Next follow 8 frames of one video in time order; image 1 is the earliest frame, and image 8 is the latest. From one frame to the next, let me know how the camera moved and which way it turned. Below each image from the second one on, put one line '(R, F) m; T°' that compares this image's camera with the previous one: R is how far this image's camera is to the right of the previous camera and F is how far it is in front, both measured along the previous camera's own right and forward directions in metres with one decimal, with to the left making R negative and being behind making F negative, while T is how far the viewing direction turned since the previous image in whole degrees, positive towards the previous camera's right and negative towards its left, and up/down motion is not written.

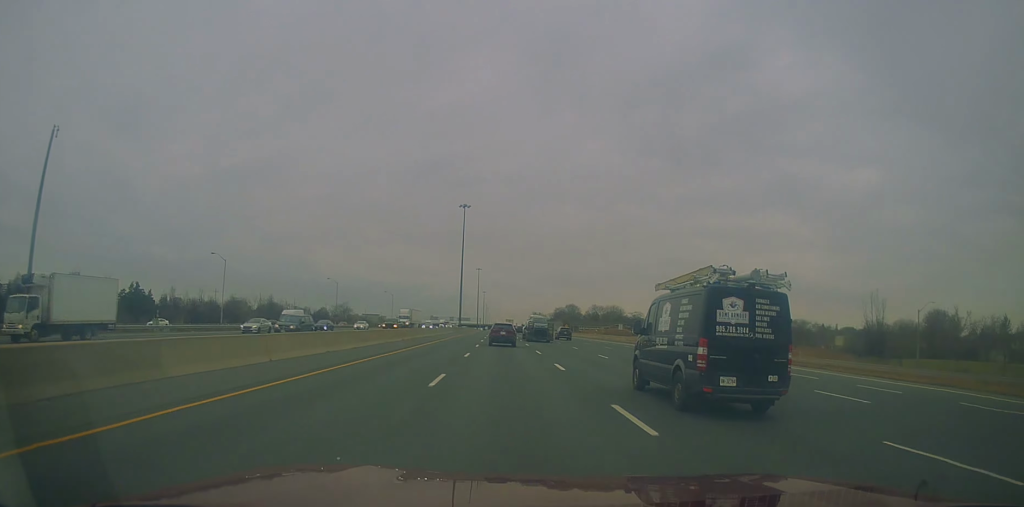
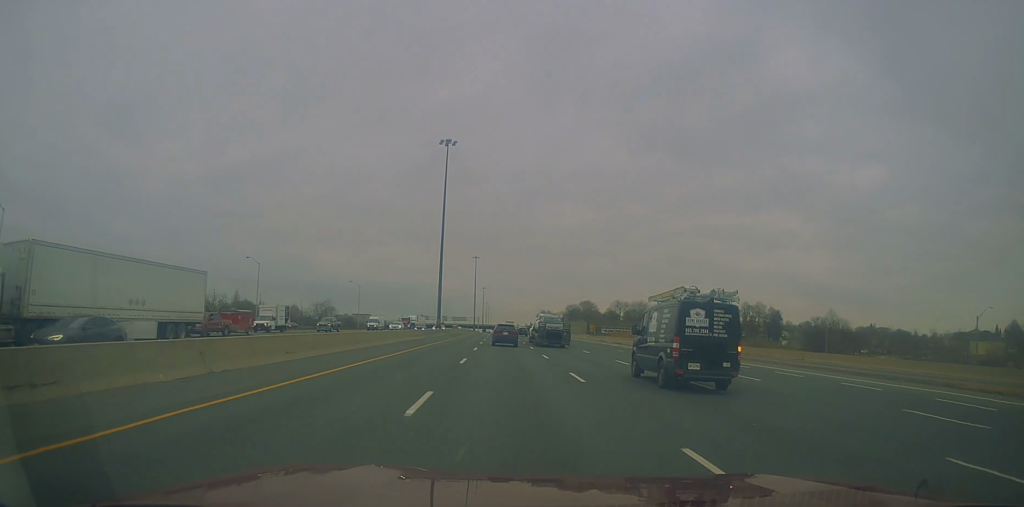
(+0.3, +53.2) m; +1°
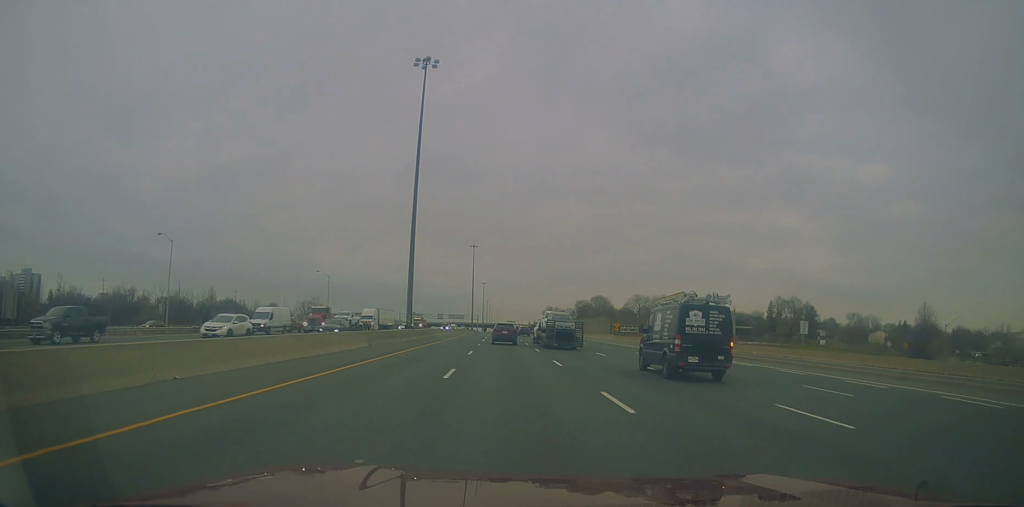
(-0.1, +30.6) m; -1°
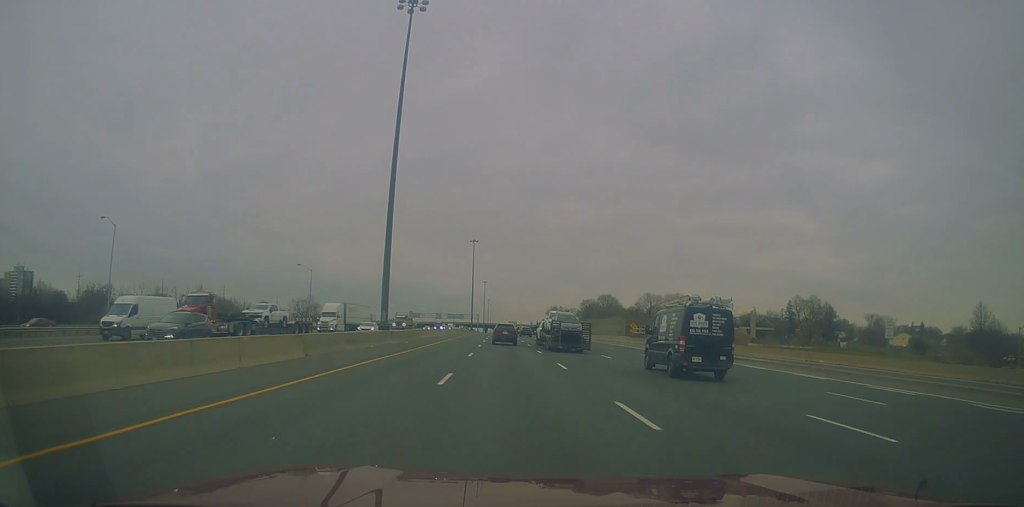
(-0.2, +13.6) m; 0°
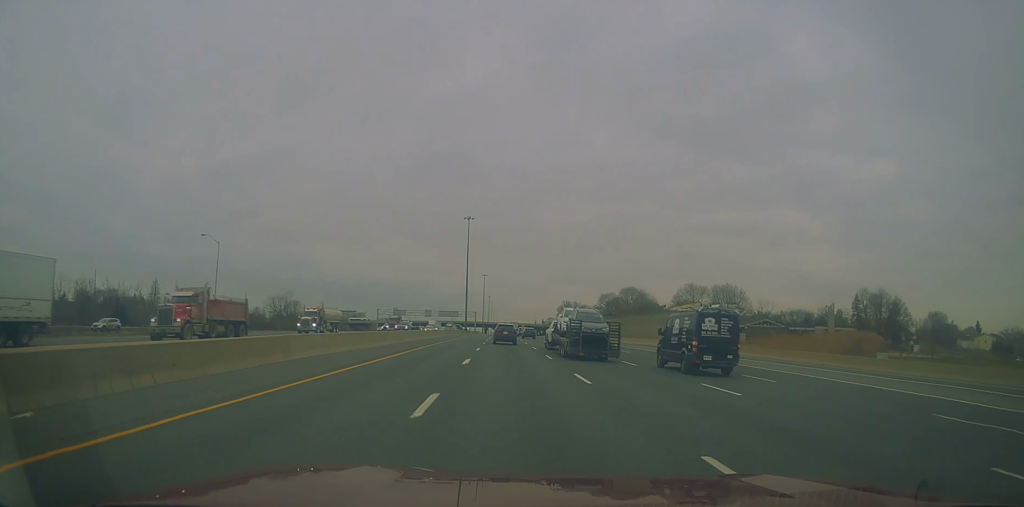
(+0.5, +41.7) m; 0°
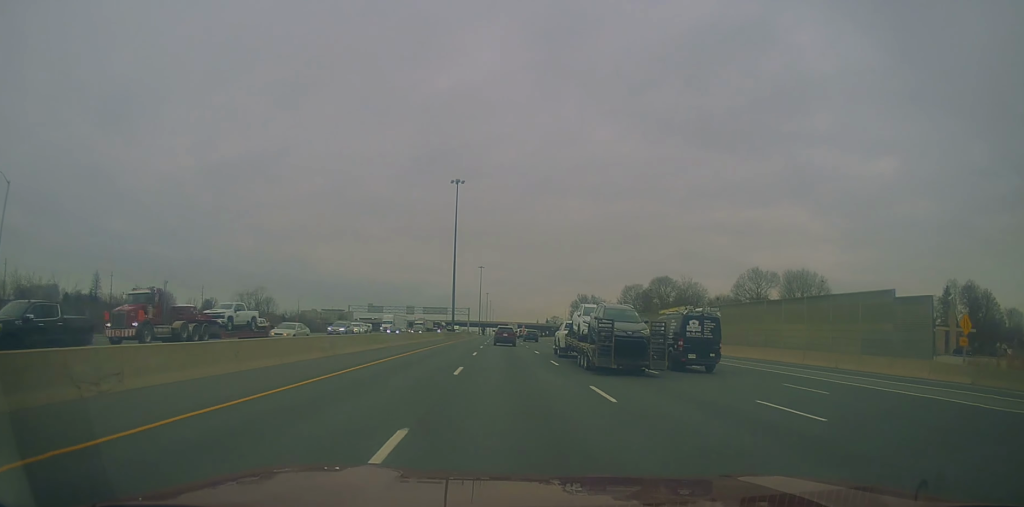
(-0.8, +40.5) m; -1°
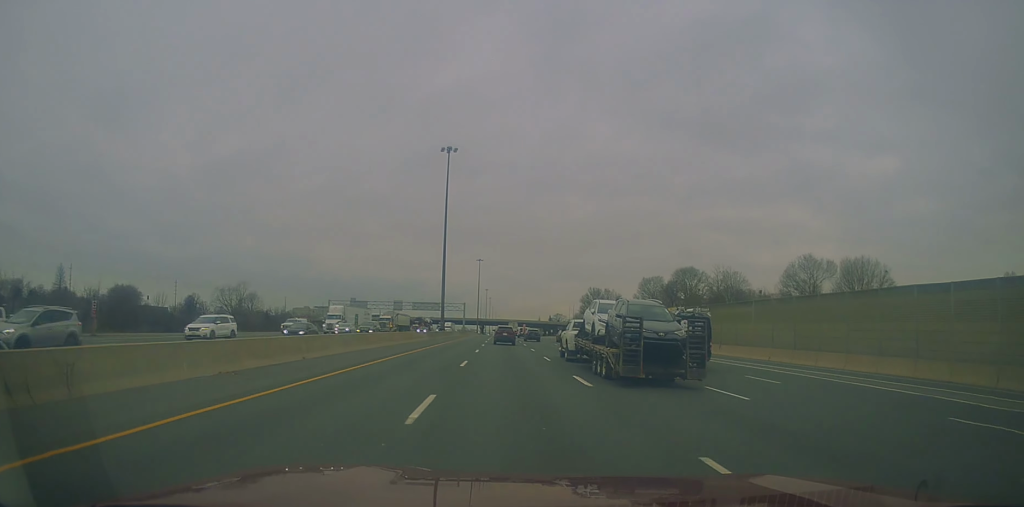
(+0.2, +20.7) m; +1°
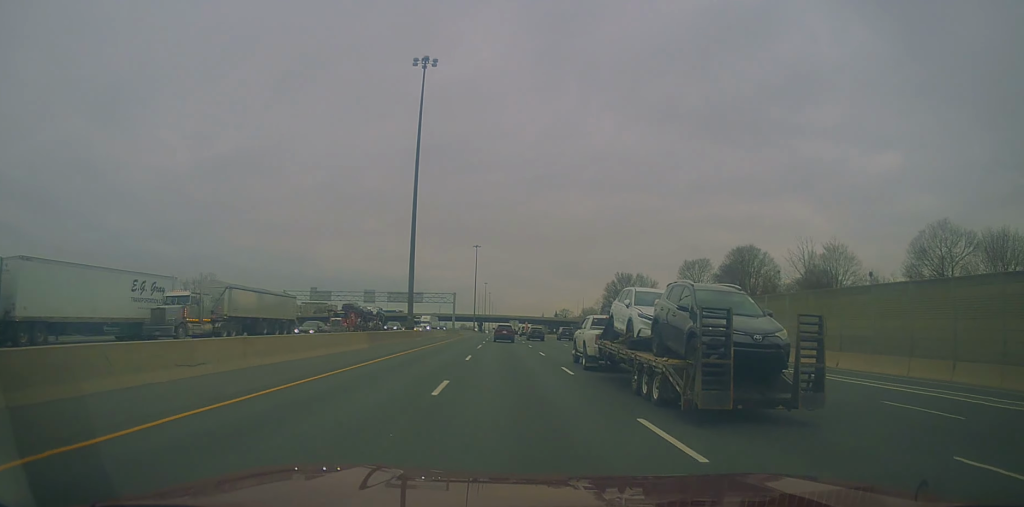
(+0.2, +33.2) m; 0°
